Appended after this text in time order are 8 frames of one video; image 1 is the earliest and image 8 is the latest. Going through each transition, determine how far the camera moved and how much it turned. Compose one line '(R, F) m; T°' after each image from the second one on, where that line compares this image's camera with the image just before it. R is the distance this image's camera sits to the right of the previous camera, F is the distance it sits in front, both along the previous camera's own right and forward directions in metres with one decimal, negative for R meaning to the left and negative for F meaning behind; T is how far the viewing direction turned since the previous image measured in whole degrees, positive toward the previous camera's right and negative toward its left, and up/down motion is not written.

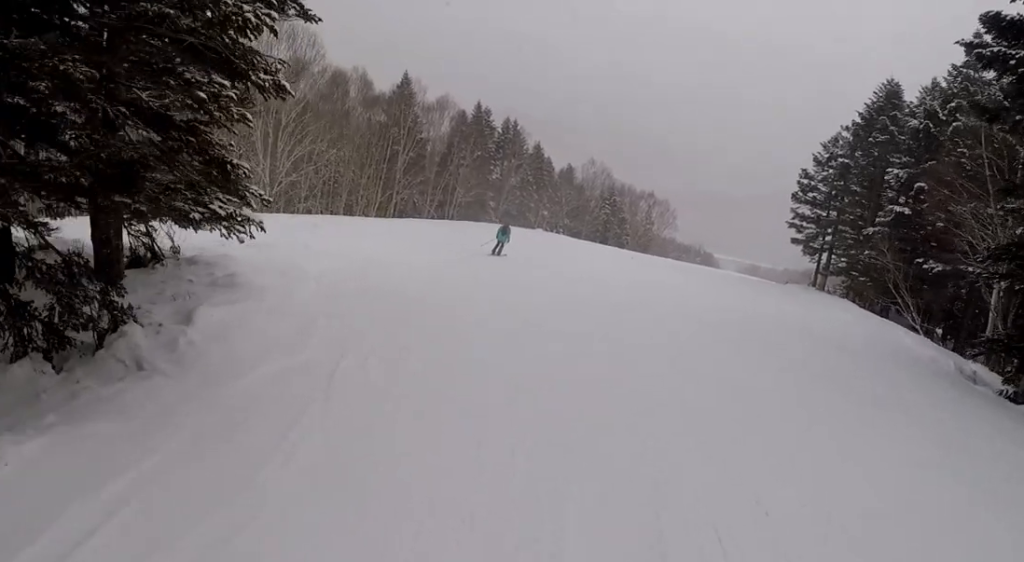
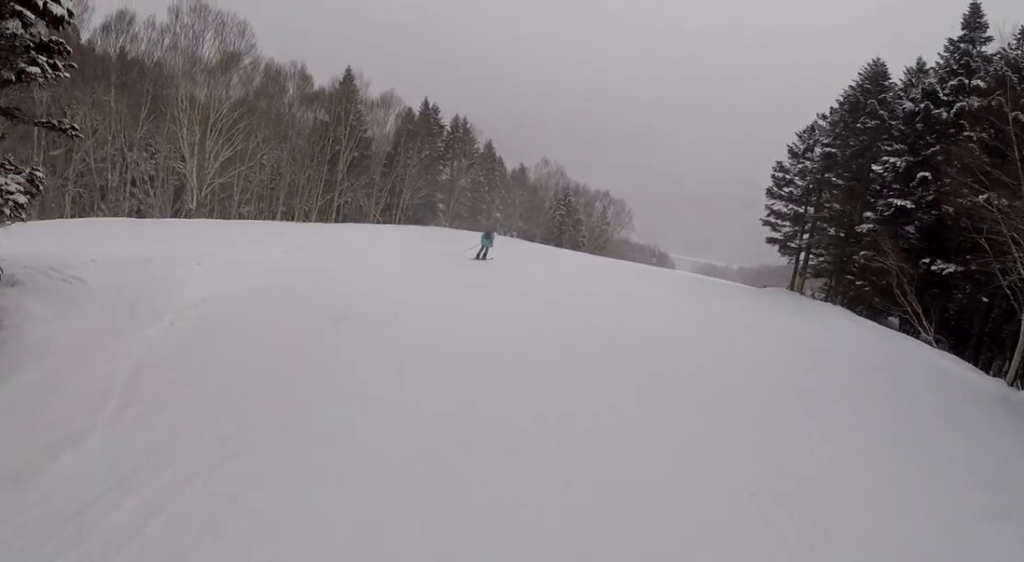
(+0.2, +4.4) m; +2°
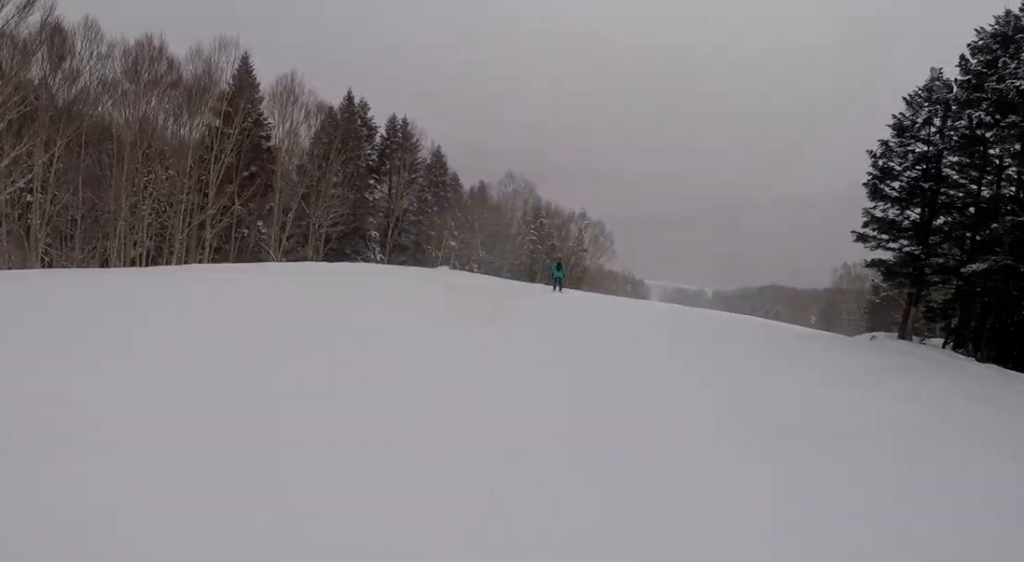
(+0.5, +17.4) m; +4°
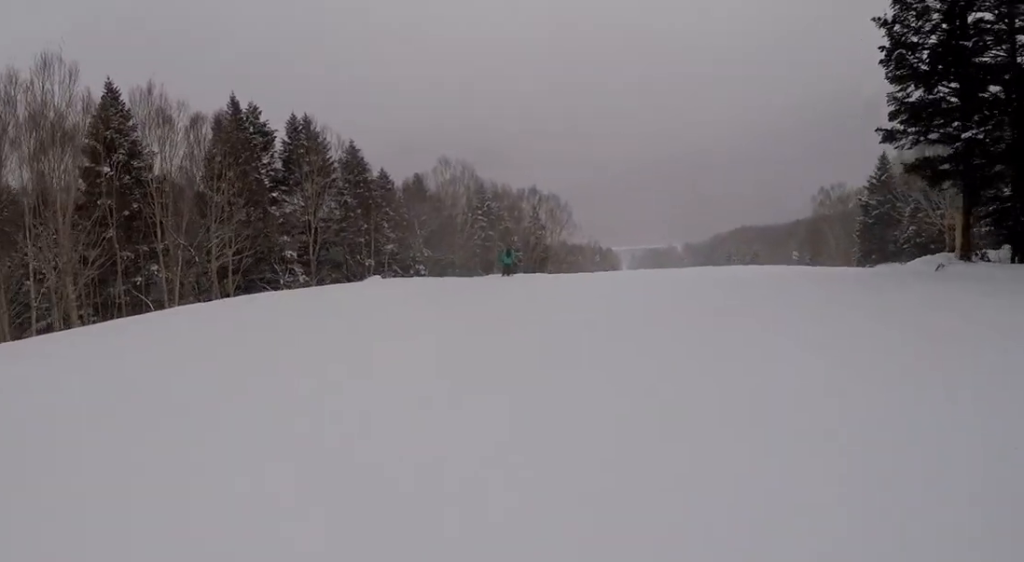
(+0.3, +7.5) m; +2°
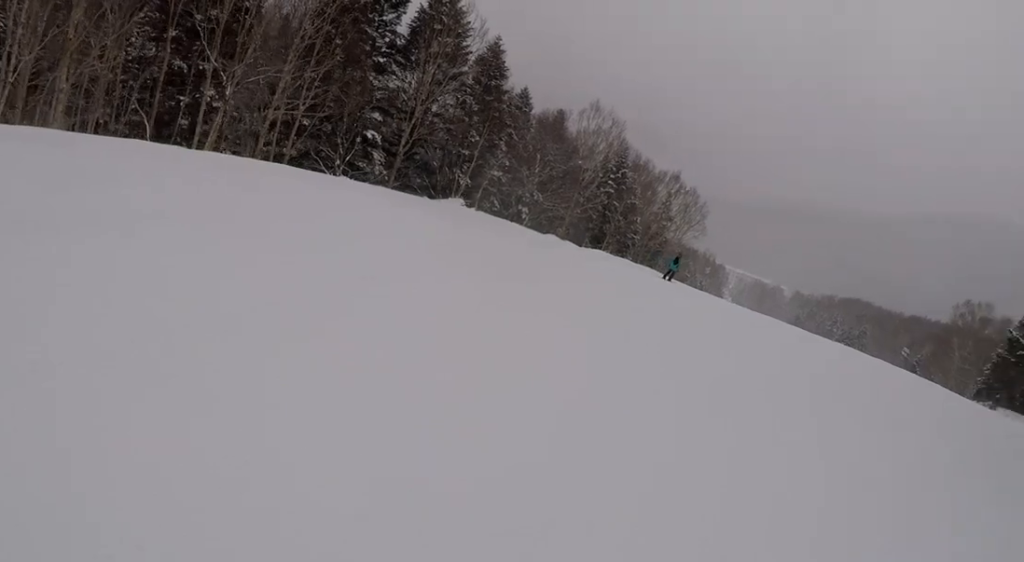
(-0.1, +7.9) m; +1°
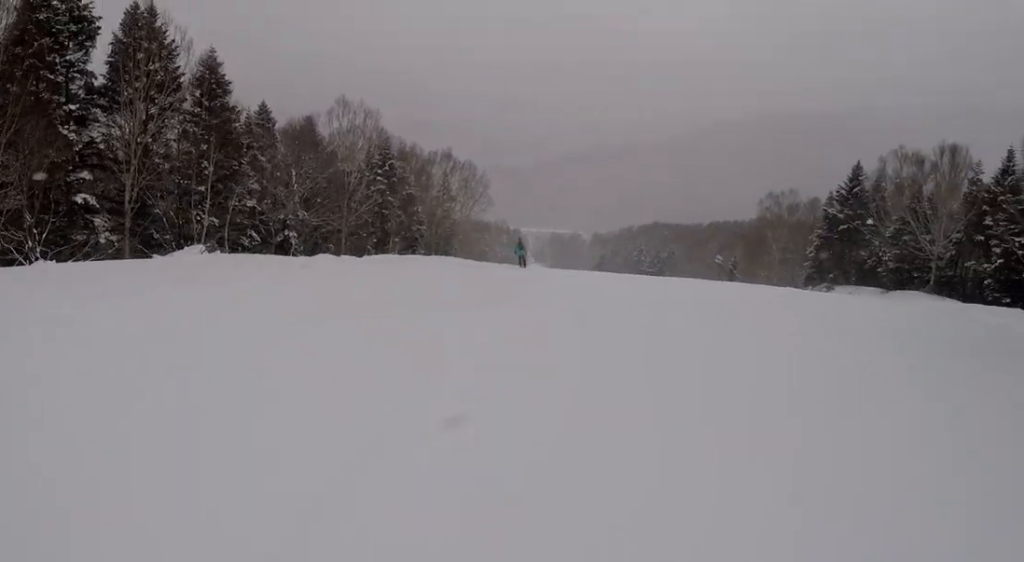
(+0.1, +5.2) m; +7°
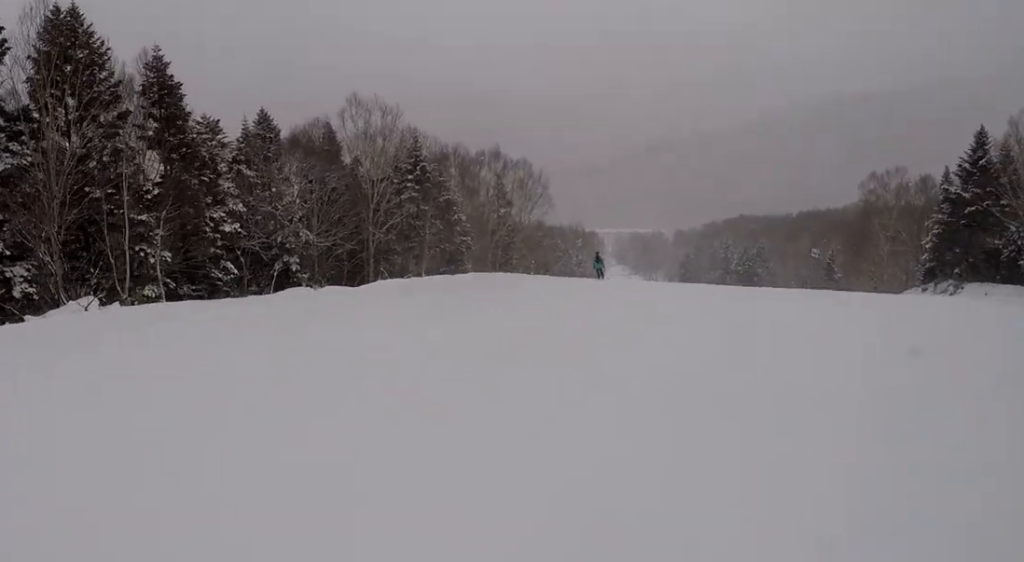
(+1.4, +8.6) m; +4°
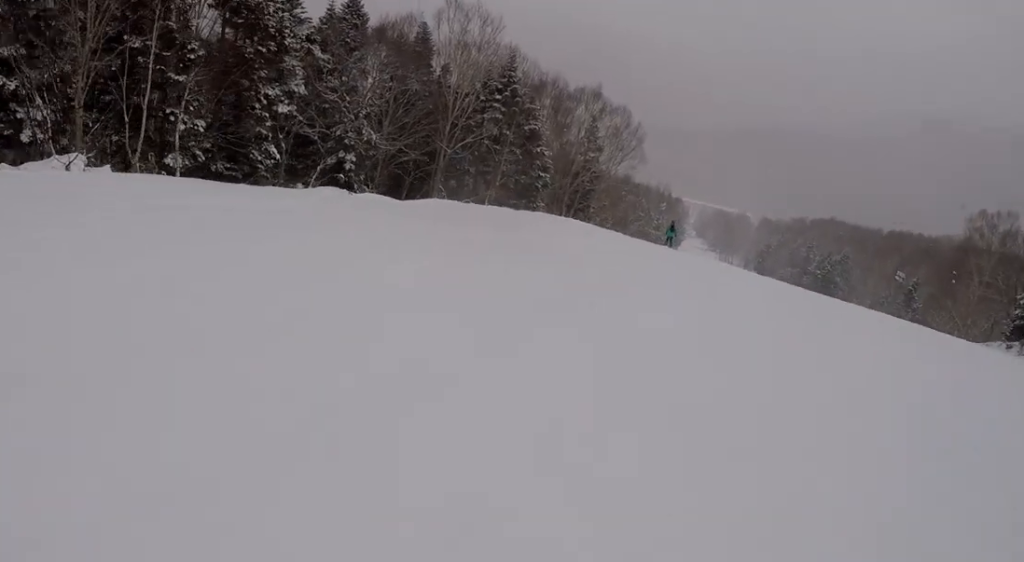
(0.0, +3.2) m; -3°
